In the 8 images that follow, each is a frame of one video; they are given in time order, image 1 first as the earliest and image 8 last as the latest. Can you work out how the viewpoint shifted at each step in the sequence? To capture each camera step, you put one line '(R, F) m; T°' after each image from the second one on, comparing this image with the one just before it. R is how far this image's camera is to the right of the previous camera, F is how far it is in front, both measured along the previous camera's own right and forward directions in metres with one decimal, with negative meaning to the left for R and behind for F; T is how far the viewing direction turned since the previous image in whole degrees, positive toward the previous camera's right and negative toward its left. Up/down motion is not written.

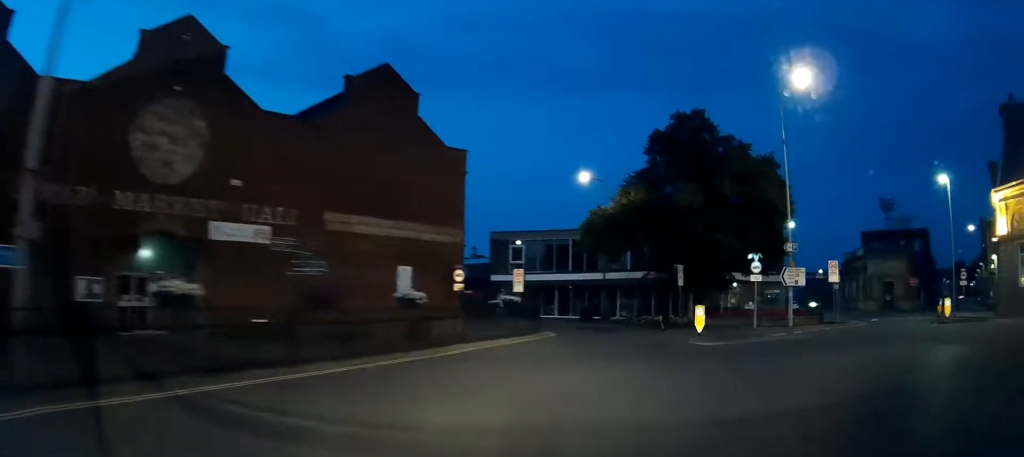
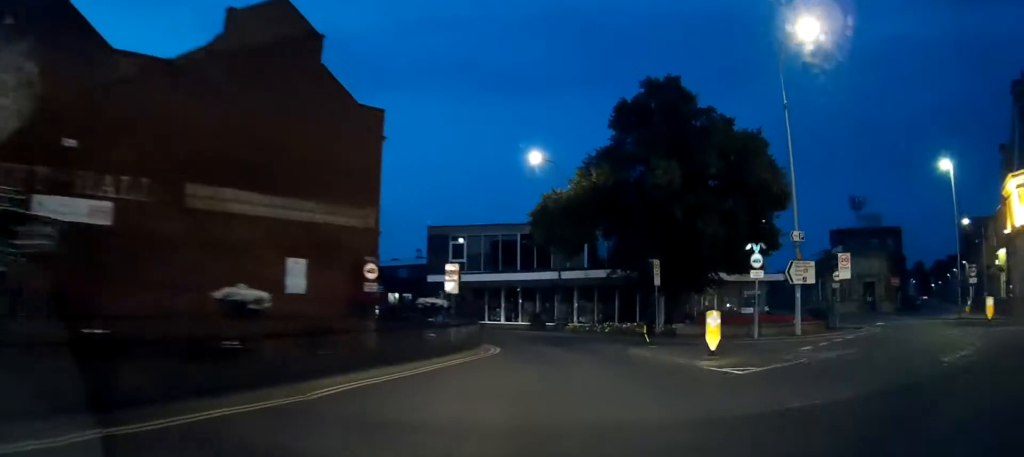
(-0.1, +5.8) m; +2°
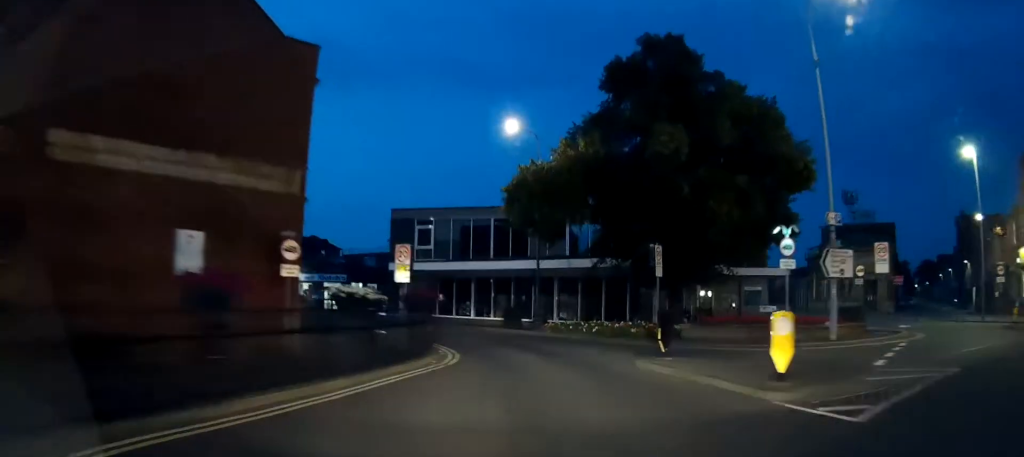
(+0.4, +4.7) m; +3°
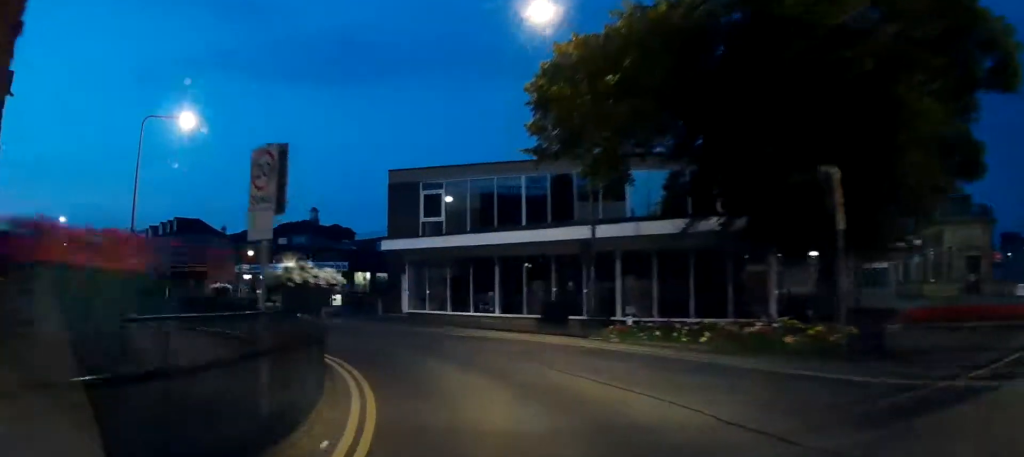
(-0.2, +11.4) m; -5°
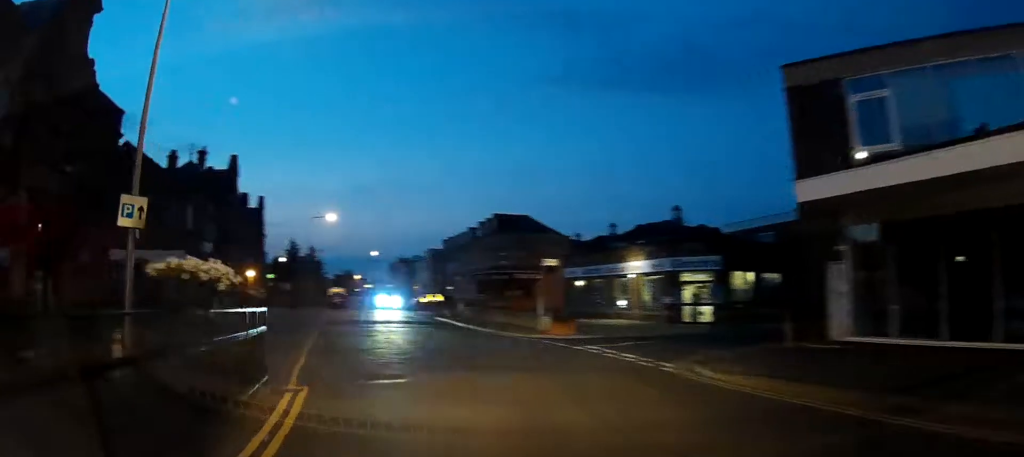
(-3.3, +14.7) m; -32°
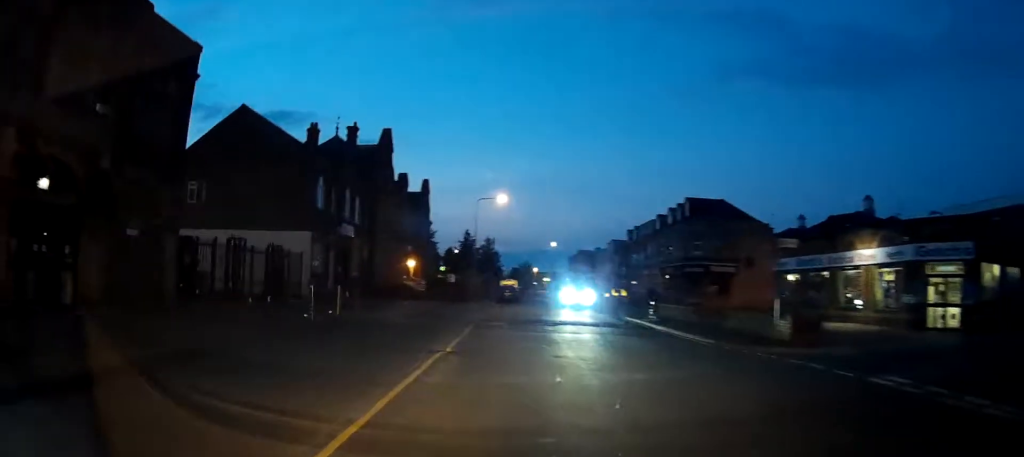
(-1.1, +7.0) m; -16°
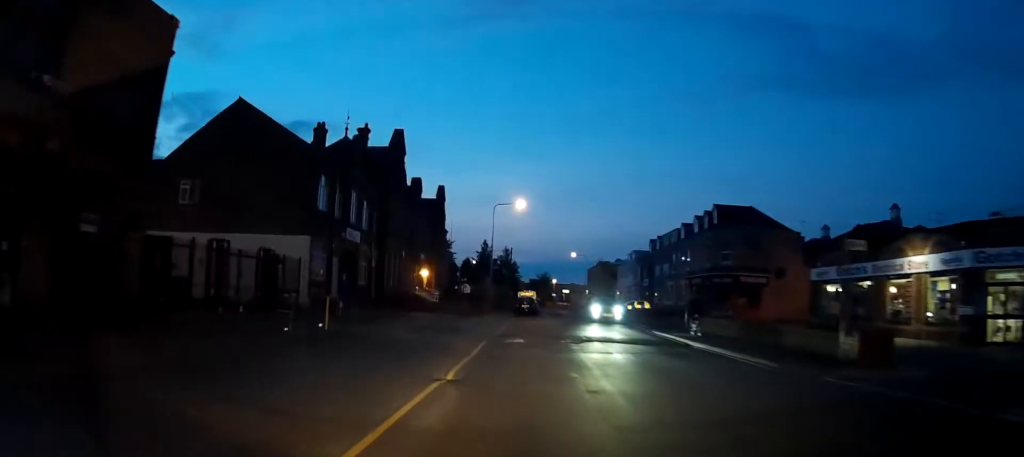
(-0.1, +2.9) m; -5°
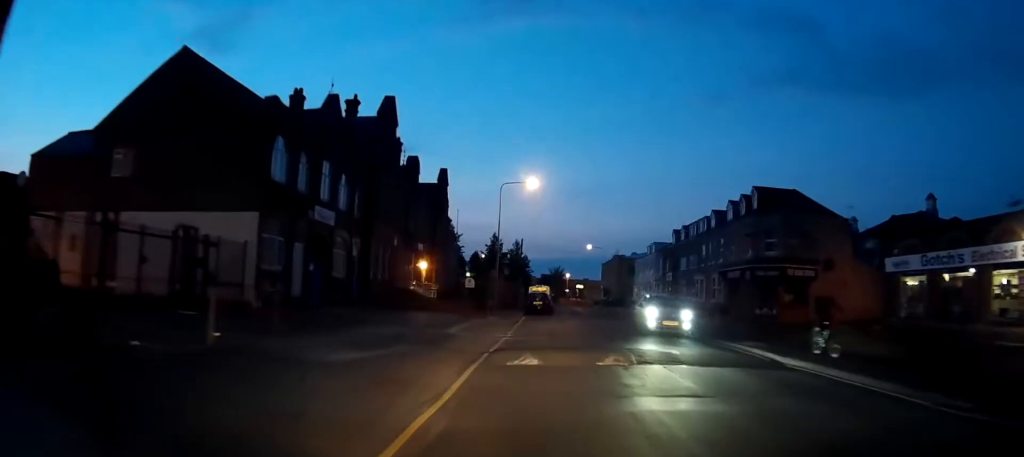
(-0.7, +7.3) m; -7°
